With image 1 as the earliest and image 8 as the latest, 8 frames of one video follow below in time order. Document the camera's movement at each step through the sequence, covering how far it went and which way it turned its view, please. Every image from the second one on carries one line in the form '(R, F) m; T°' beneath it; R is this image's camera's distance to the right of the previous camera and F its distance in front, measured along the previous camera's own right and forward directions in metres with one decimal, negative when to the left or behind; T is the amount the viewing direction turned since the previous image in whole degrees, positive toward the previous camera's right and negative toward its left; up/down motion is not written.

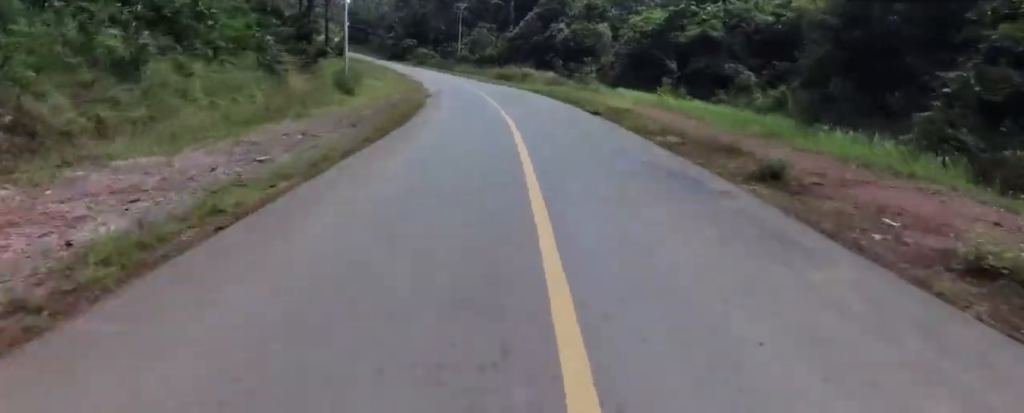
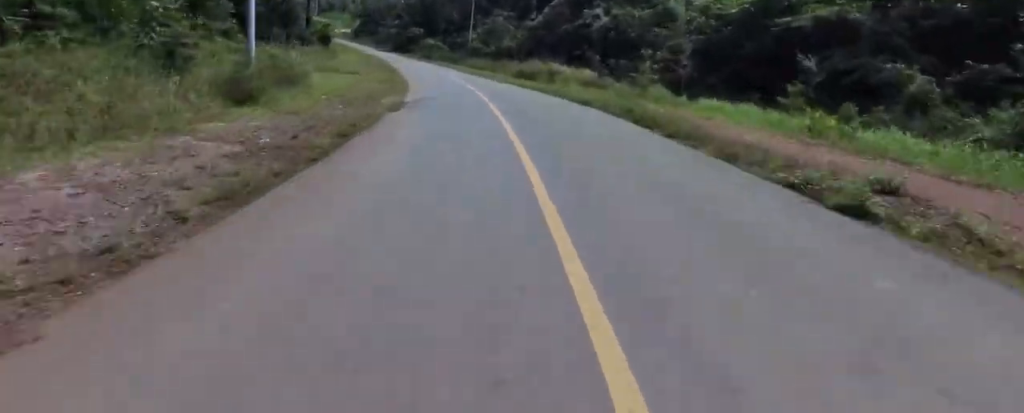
(-0.4, +14.0) m; -3°
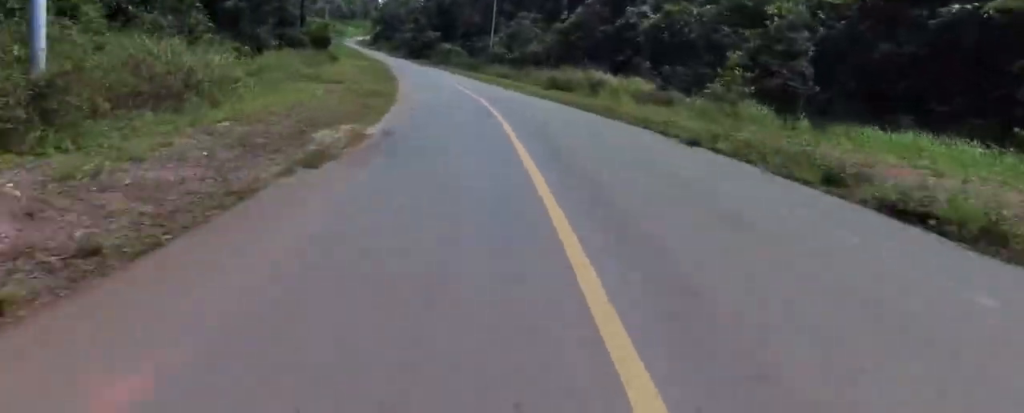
(+0.1, +10.2) m; -2°
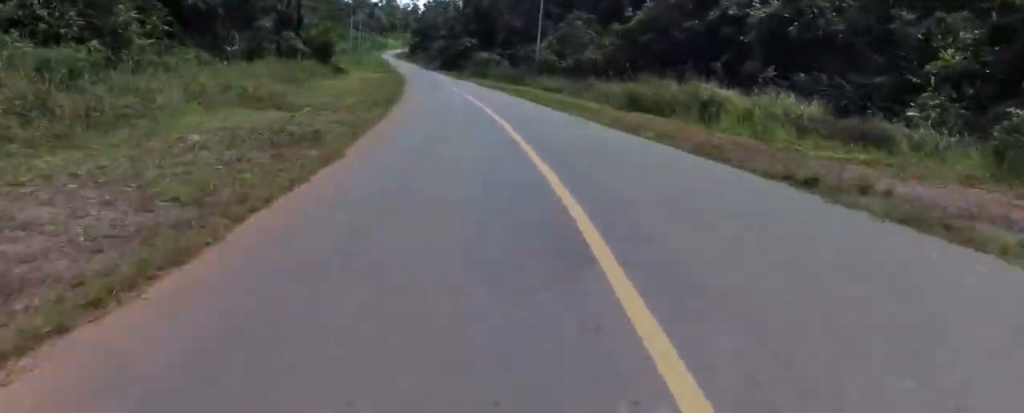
(-0.7, +12.1) m; -3°
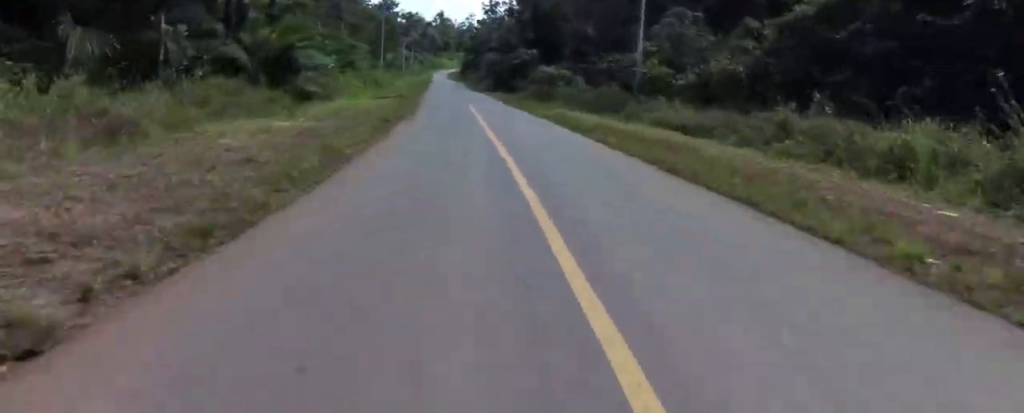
(-0.6, +17.3) m; -4°
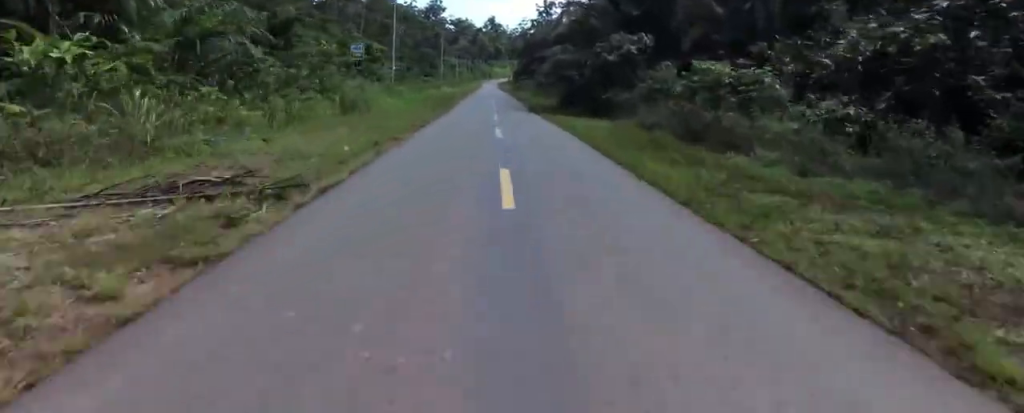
(-1.1, +23.6) m; -5°
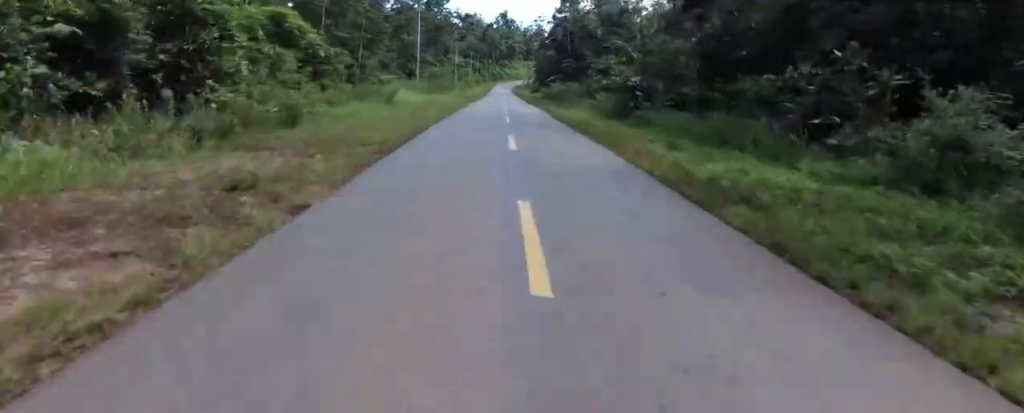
(-1.6, +42.3) m; -3°
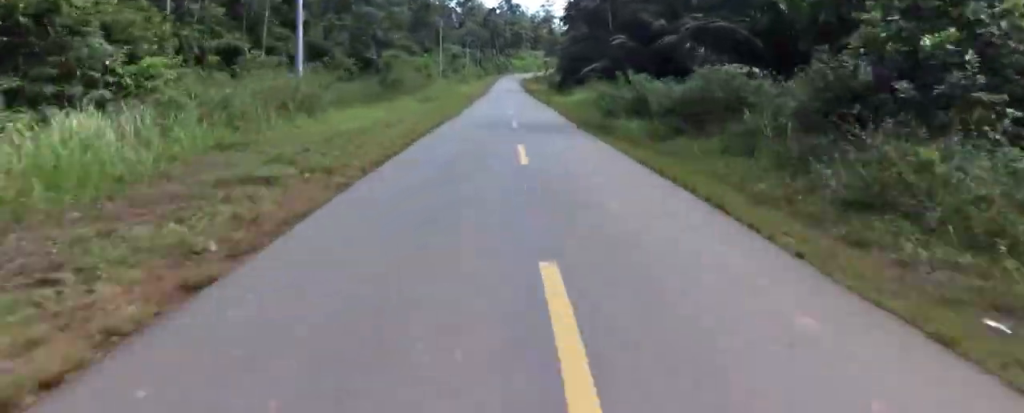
(-0.2, +34.1) m; -1°
